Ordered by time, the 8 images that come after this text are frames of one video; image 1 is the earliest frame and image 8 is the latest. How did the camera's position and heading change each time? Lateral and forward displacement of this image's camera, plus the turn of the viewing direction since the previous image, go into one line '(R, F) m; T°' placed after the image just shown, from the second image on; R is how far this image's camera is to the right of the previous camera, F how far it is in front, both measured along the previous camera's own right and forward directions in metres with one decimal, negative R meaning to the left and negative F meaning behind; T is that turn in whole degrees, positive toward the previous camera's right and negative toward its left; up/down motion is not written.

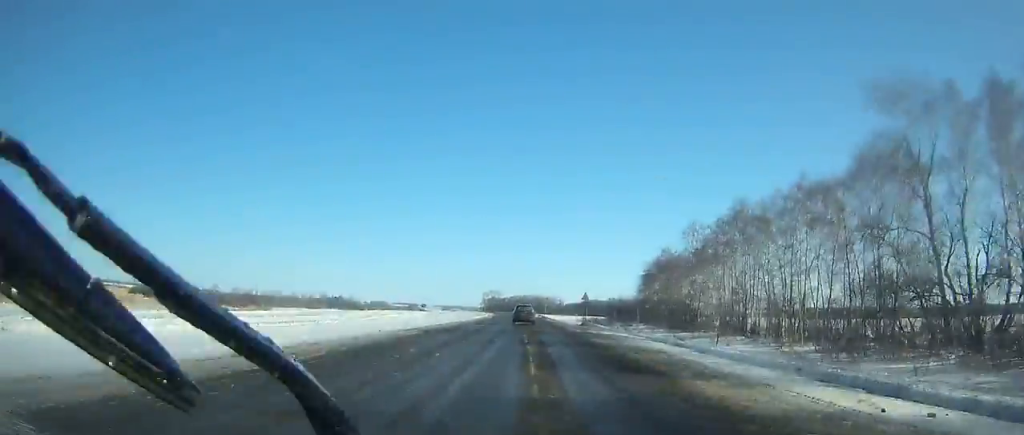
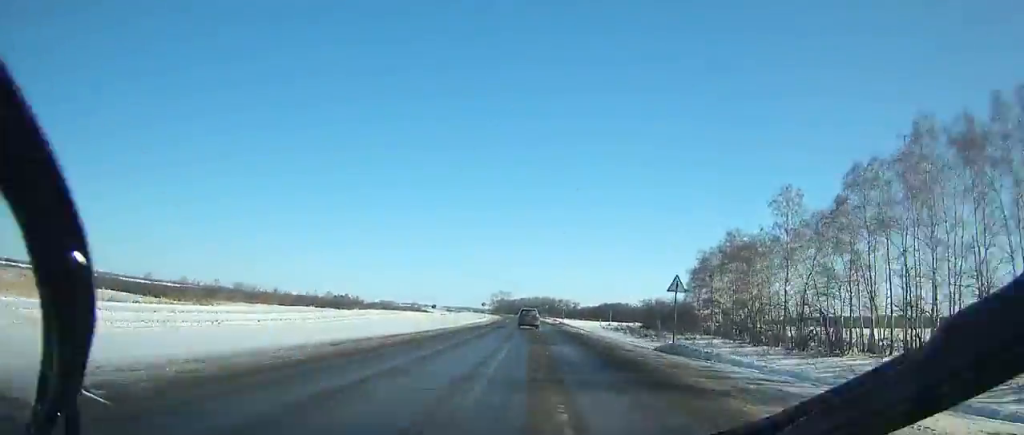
(+0.1, +31.3) m; 0°
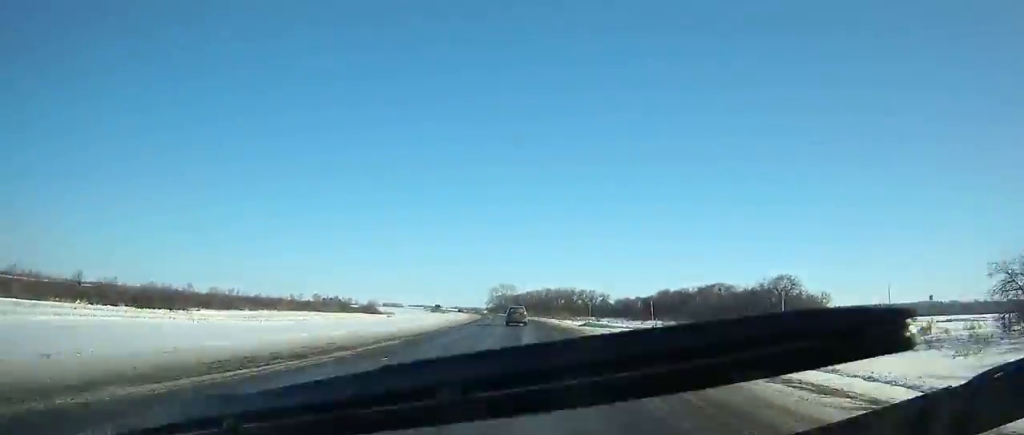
(-0.7, +106.6) m; -1°
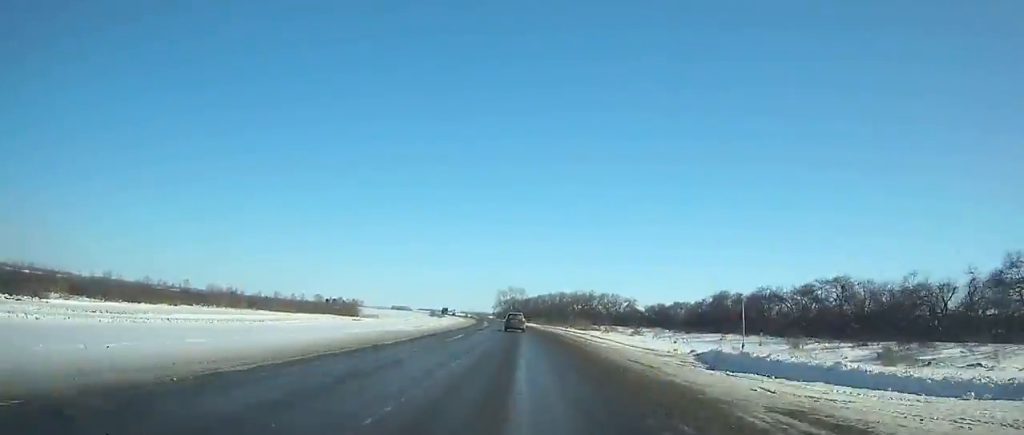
(-0.3, +38.2) m; -1°
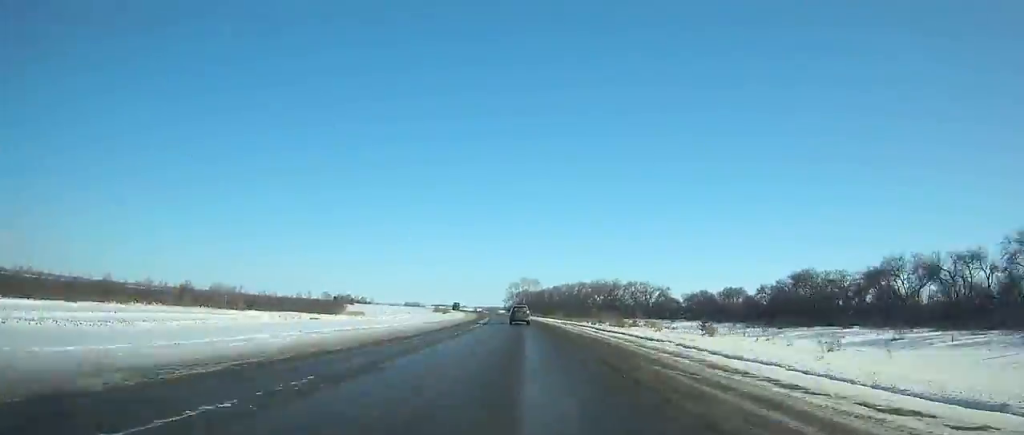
(+0.2, +29.6) m; -1°
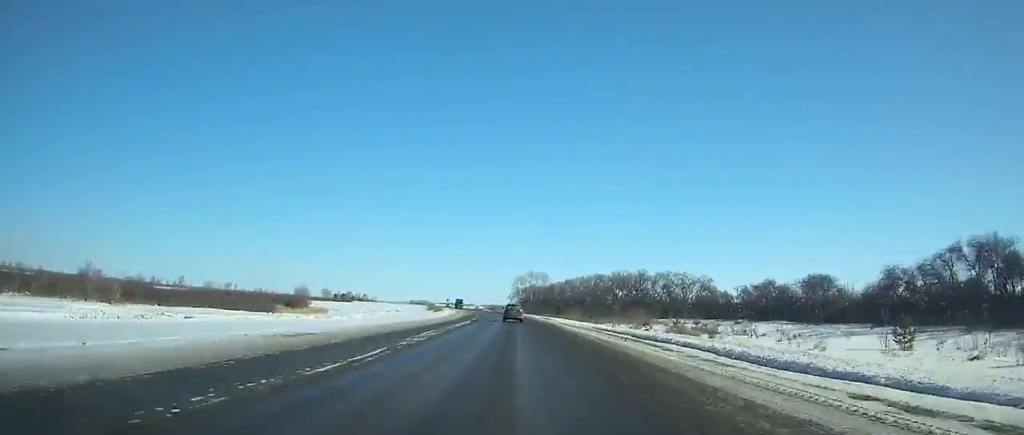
(-0.8, +35.6) m; -2°
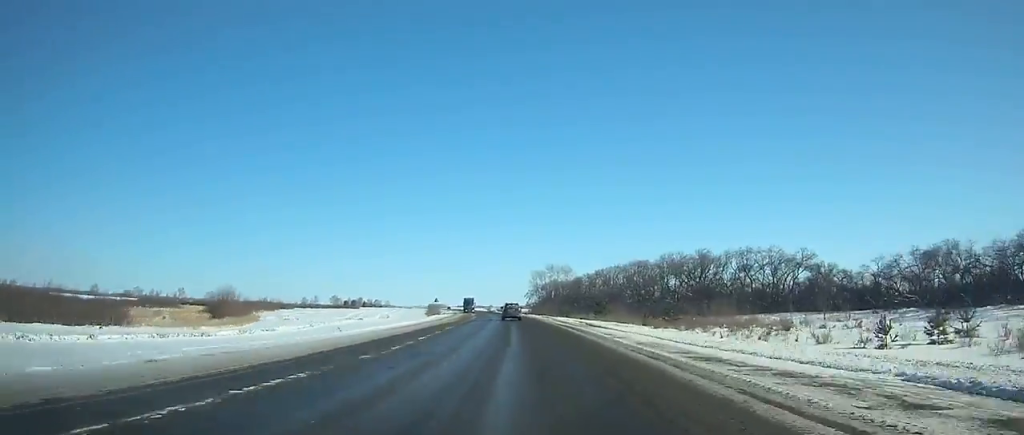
(-0.7, +43.9) m; -2°
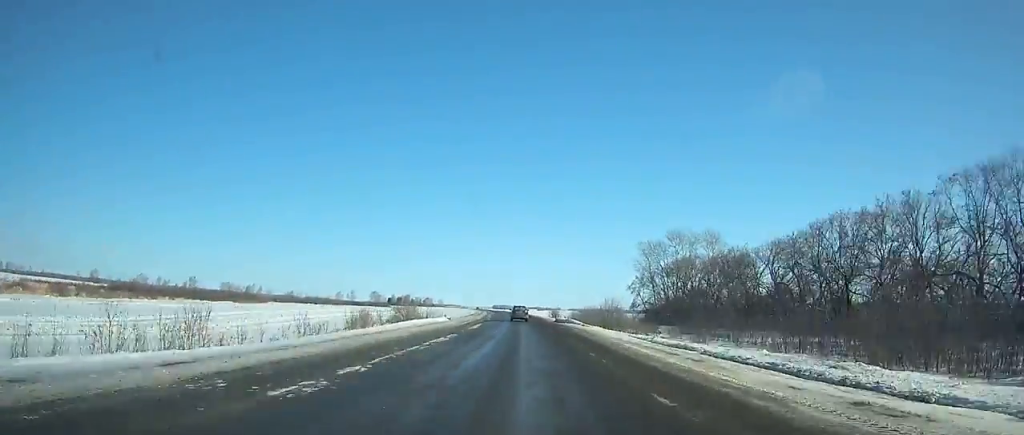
(-6.7, +123.6) m; -6°
